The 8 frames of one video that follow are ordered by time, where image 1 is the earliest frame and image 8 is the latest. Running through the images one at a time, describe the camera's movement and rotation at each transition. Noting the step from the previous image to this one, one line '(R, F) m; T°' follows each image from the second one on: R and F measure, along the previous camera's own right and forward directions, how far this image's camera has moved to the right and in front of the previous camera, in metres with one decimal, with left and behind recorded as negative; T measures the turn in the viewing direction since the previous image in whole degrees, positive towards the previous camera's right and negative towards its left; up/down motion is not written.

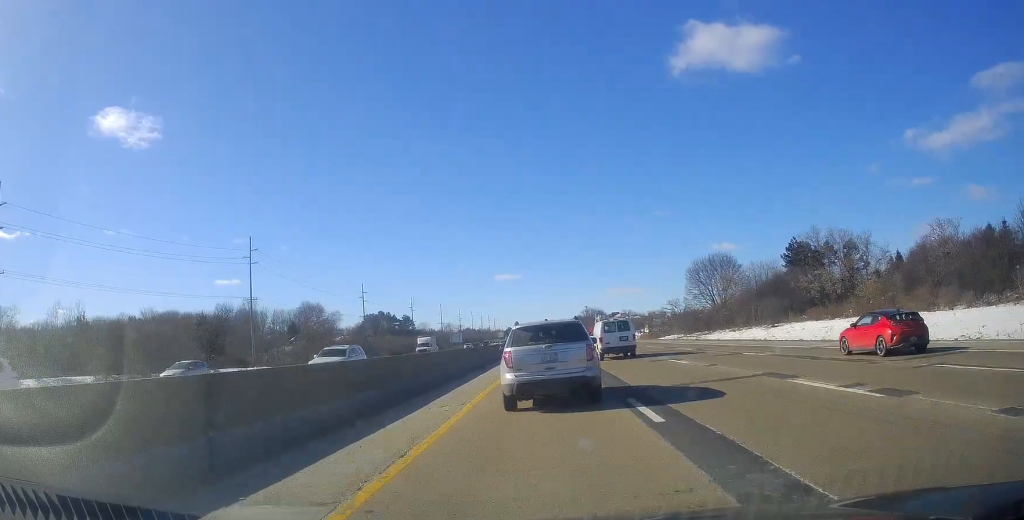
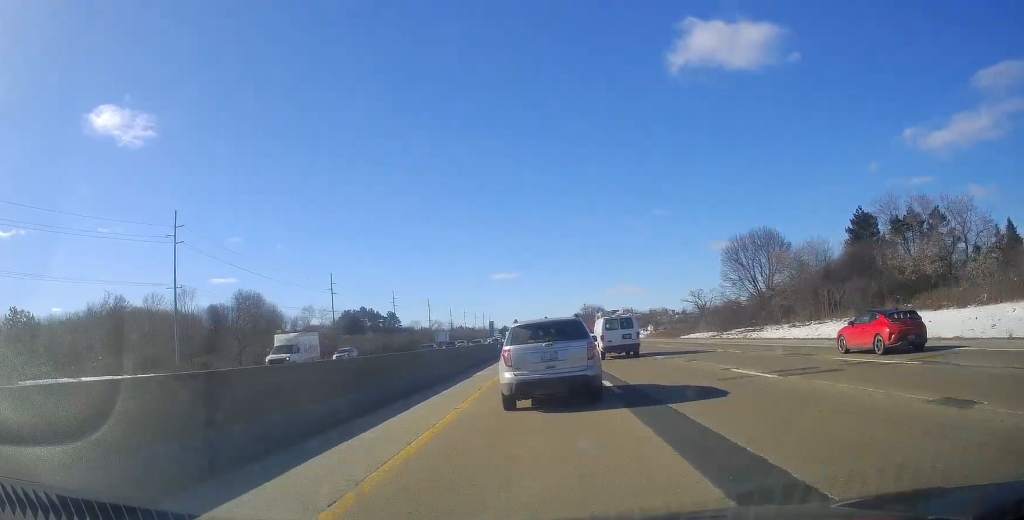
(0.0, +25.5) m; 0°
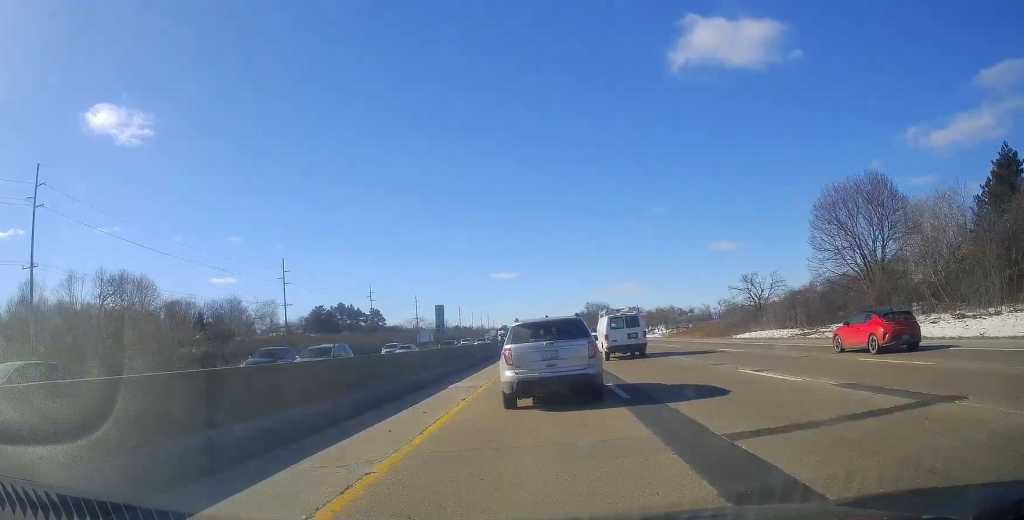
(+0.1, +32.0) m; 0°
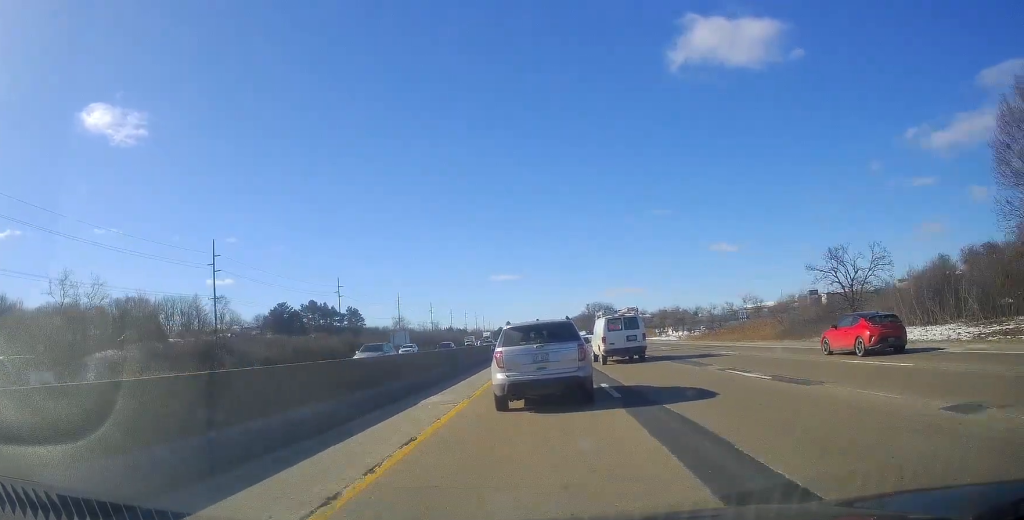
(-0.2, +29.5) m; +1°
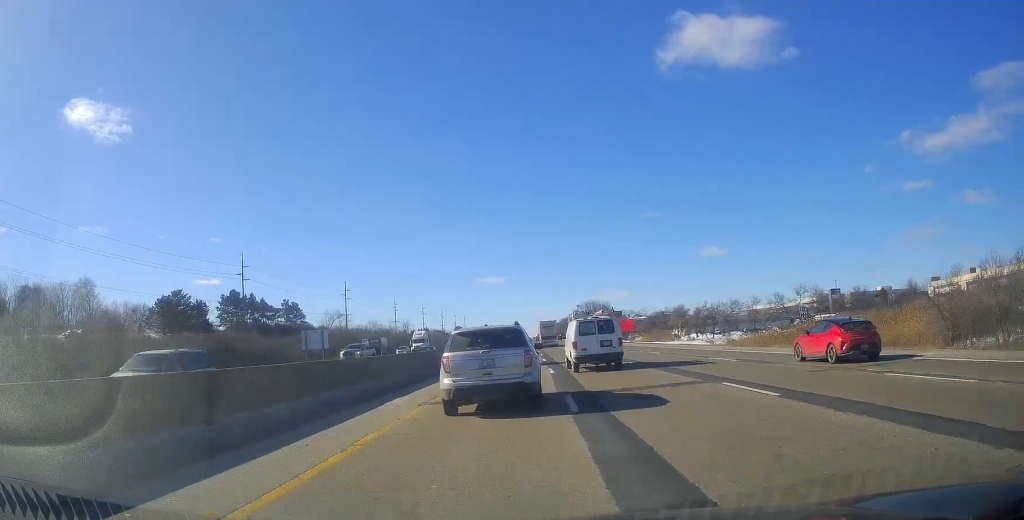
(+0.7, +49.2) m; 0°
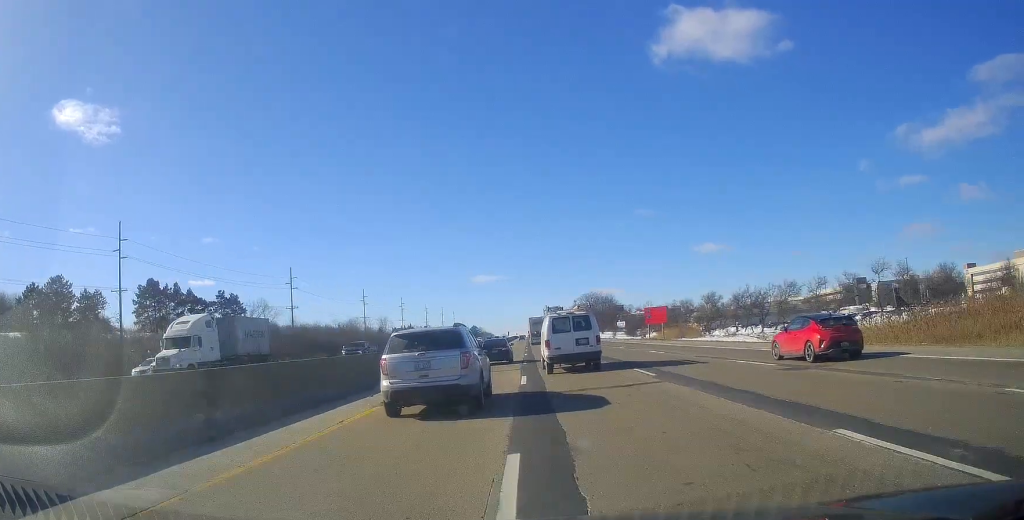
(-0.2, +37.2) m; 0°
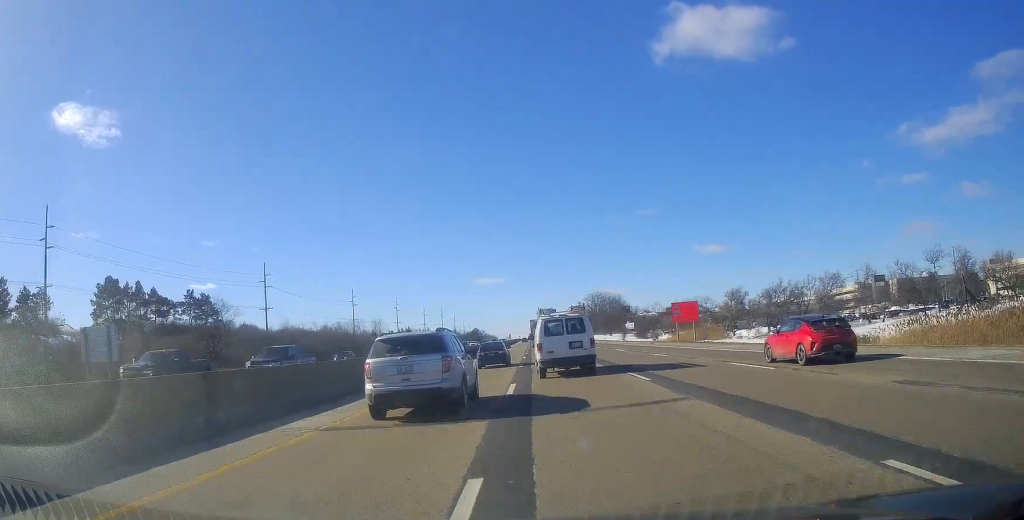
(+0.2, +16.2) m; 0°
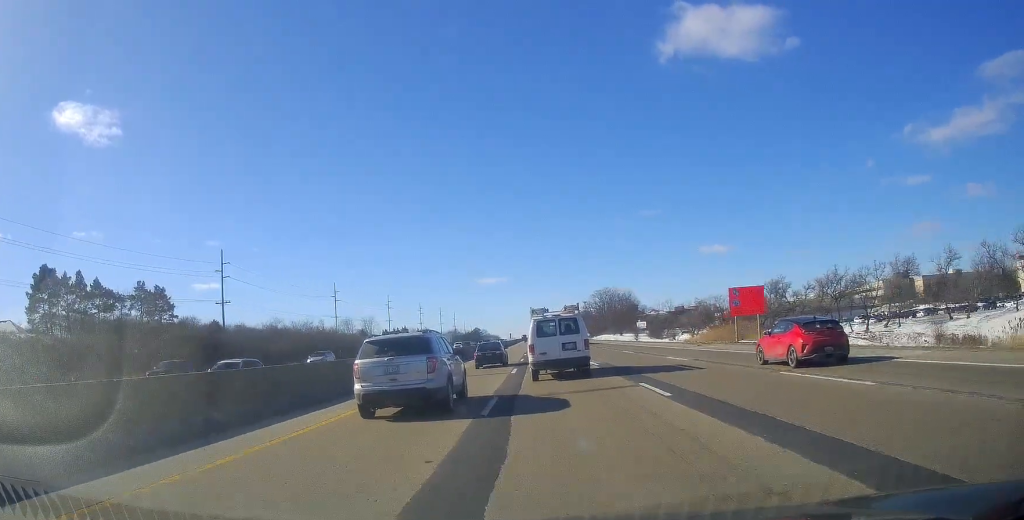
(+0.3, +20.4) m; 0°
